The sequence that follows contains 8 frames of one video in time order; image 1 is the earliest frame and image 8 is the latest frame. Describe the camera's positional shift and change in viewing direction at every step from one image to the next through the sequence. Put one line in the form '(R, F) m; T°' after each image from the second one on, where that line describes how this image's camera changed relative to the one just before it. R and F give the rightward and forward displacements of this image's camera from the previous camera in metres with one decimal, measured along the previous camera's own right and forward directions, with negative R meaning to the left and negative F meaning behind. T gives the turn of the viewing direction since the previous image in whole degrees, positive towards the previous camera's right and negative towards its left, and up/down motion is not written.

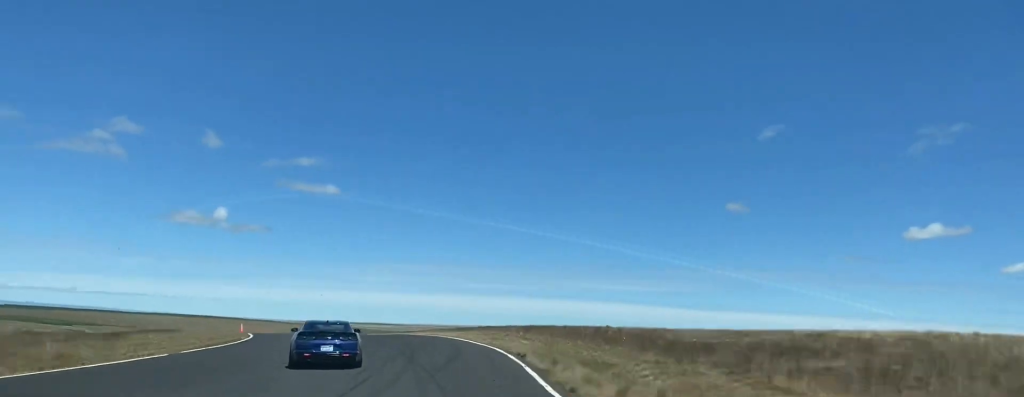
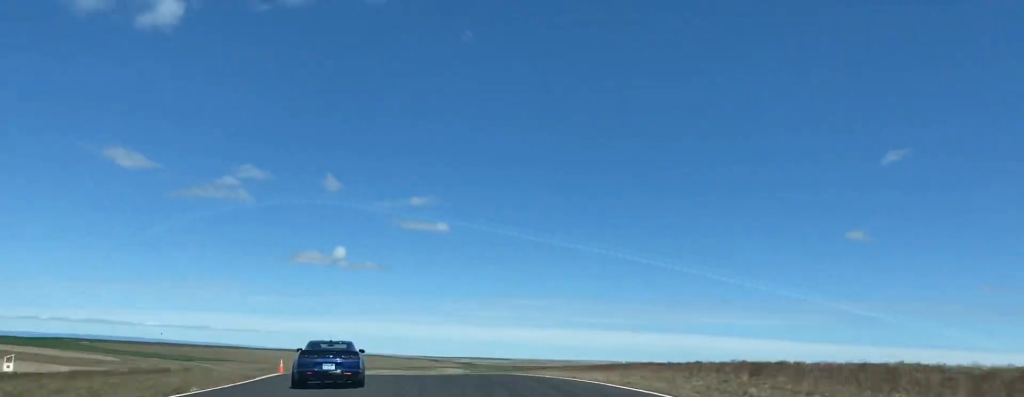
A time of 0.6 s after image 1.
(-0.5, +22.7) m; -5°
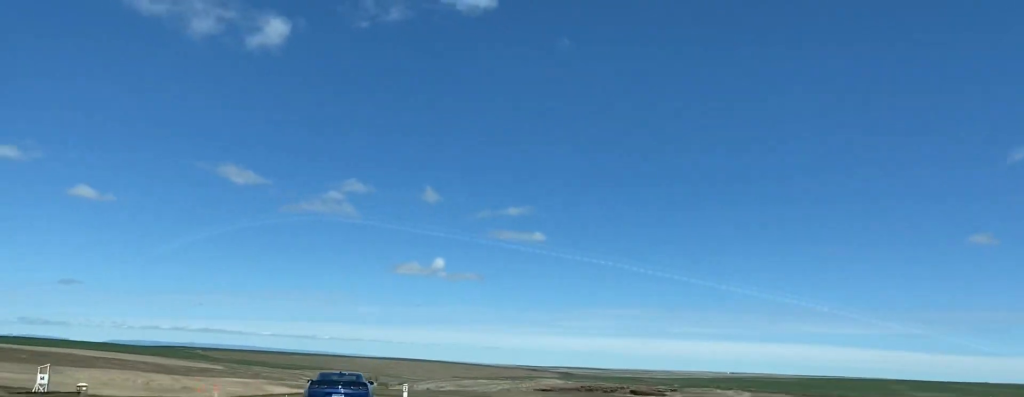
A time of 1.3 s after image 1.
(-2.2, +29.7) m; -6°
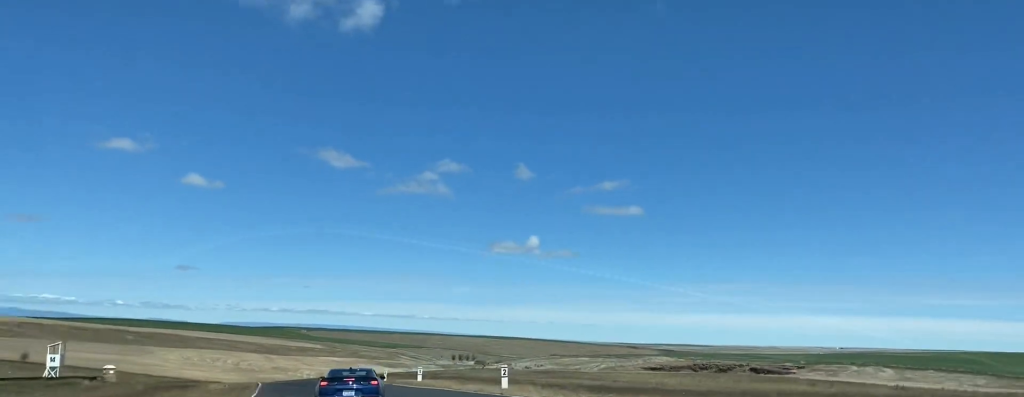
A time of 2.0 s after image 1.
(-1.6, +28.0) m; -6°
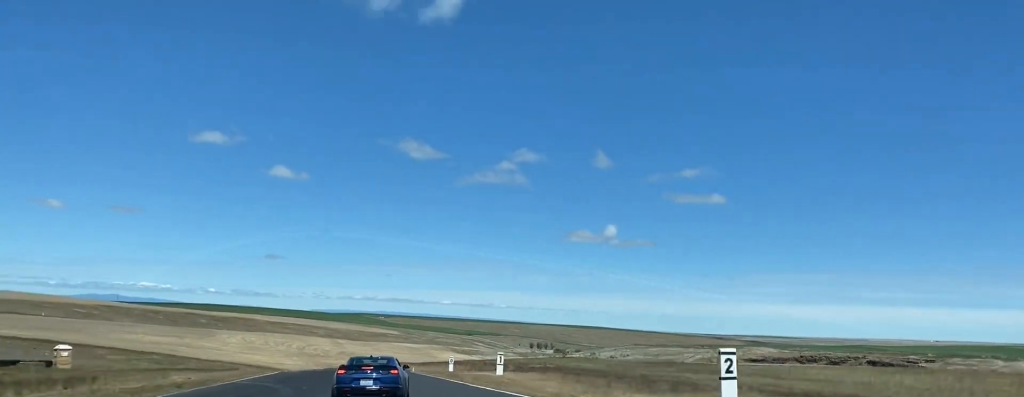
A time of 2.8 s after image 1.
(-1.7, +31.1) m; -5°
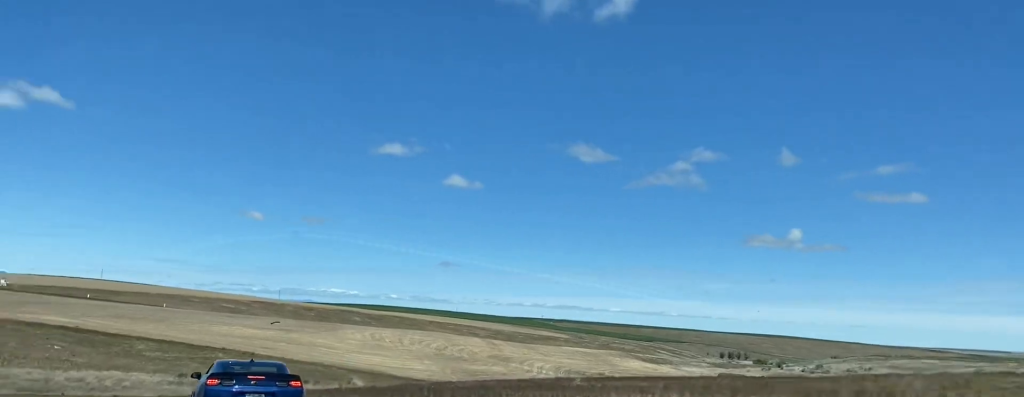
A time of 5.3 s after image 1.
(-7.0, +80.3) m; -15°
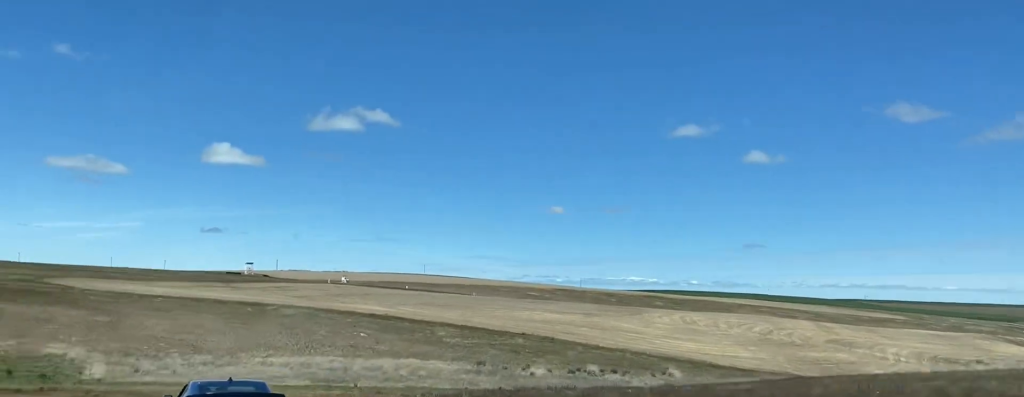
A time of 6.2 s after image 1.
(-2.5, +22.1) m; -17°
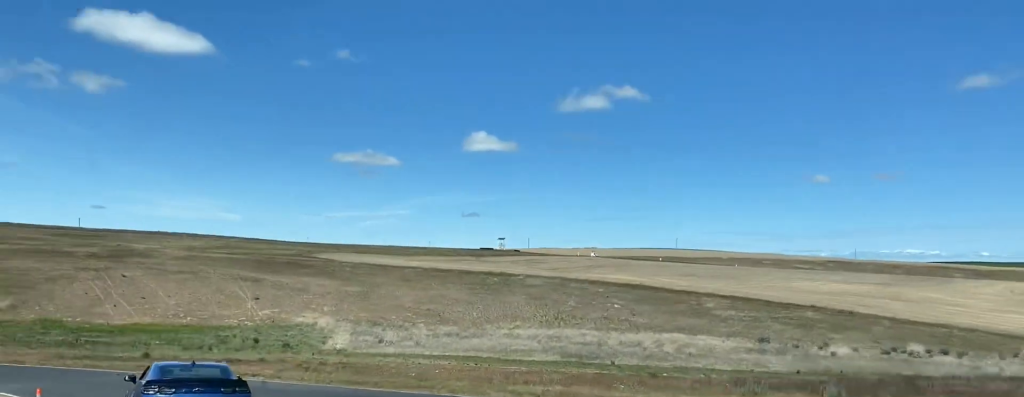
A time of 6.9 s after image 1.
(-2.0, +15.9) m; -17°
